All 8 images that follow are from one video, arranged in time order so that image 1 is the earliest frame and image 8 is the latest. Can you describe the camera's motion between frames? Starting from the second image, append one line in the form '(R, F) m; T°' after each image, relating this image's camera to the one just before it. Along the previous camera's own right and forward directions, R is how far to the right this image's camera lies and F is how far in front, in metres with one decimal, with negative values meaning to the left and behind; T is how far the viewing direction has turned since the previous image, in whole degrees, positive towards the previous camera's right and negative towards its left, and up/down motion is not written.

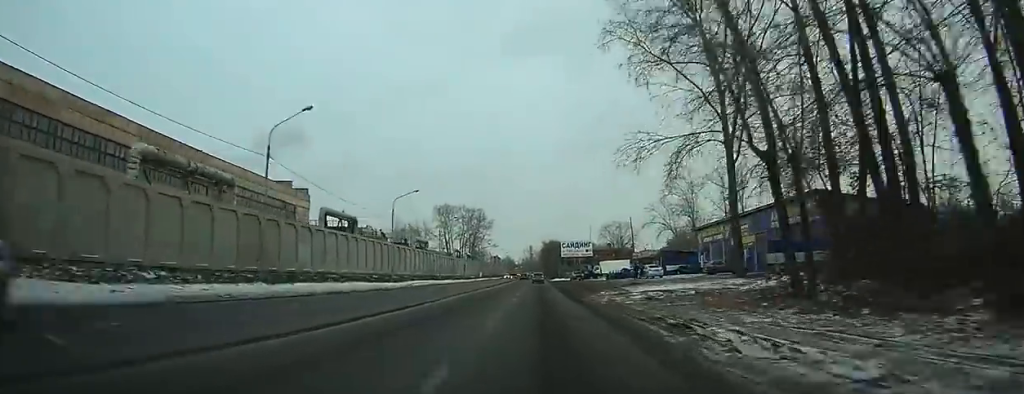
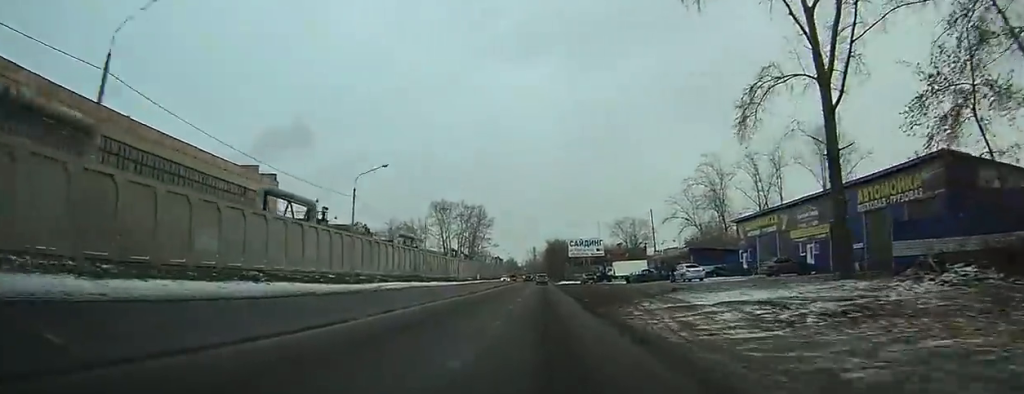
(-0.2, +14.4) m; 0°
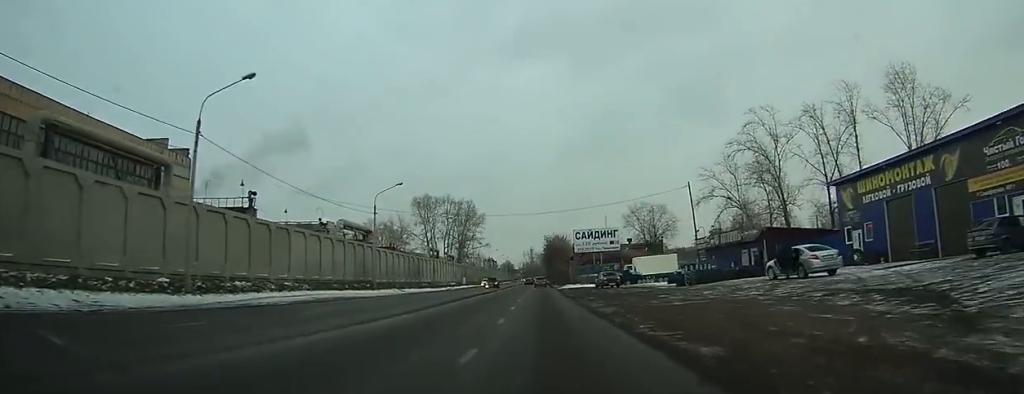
(+0.4, +22.6) m; +3°
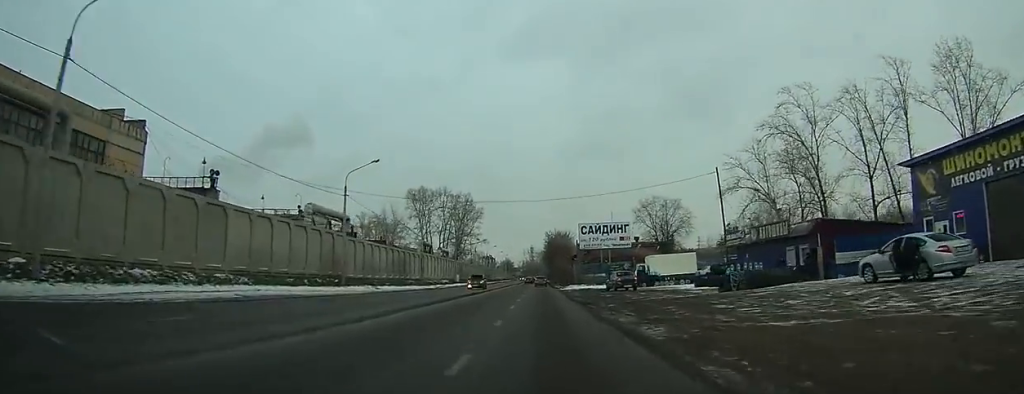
(+0.1, +9.0) m; +1°
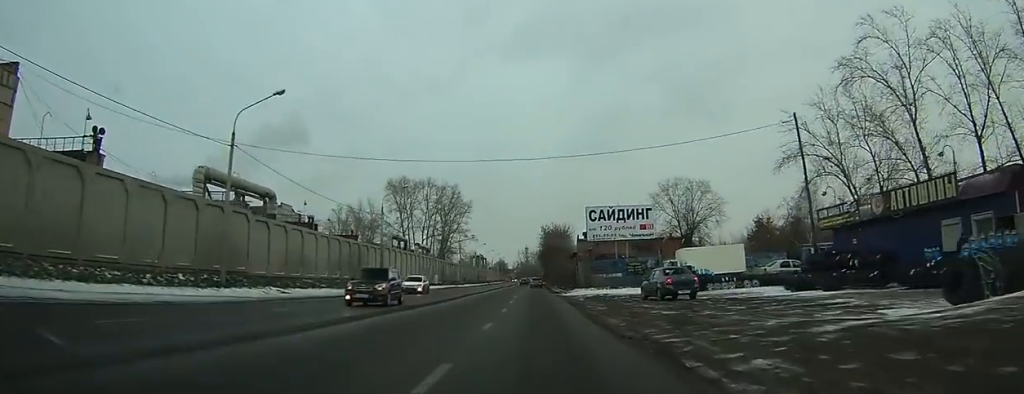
(0.0, +17.3) m; -2°
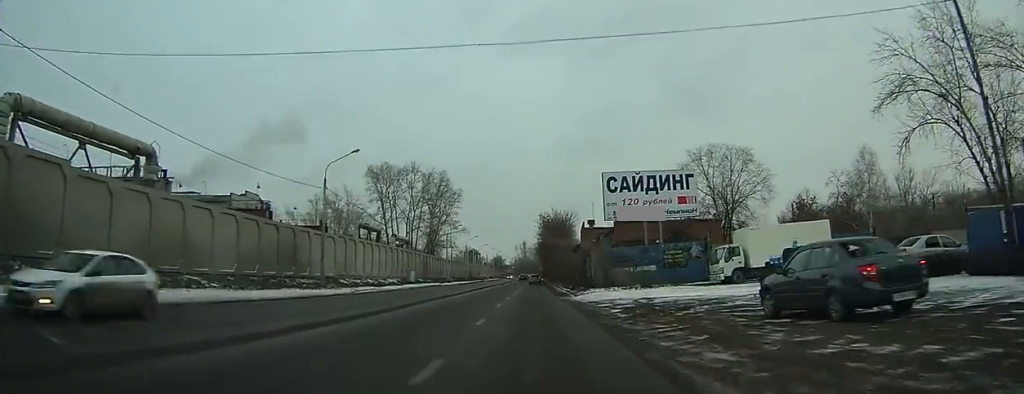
(-0.4, +15.6) m; -1°
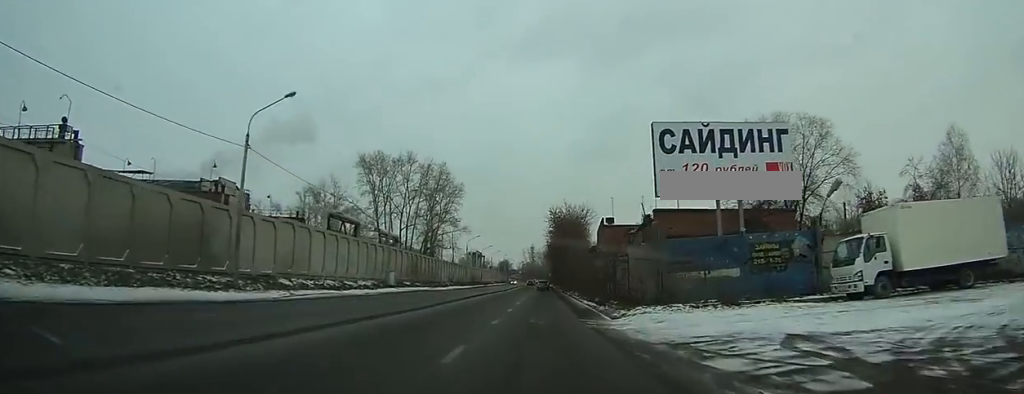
(+0.1, +14.0) m; 0°
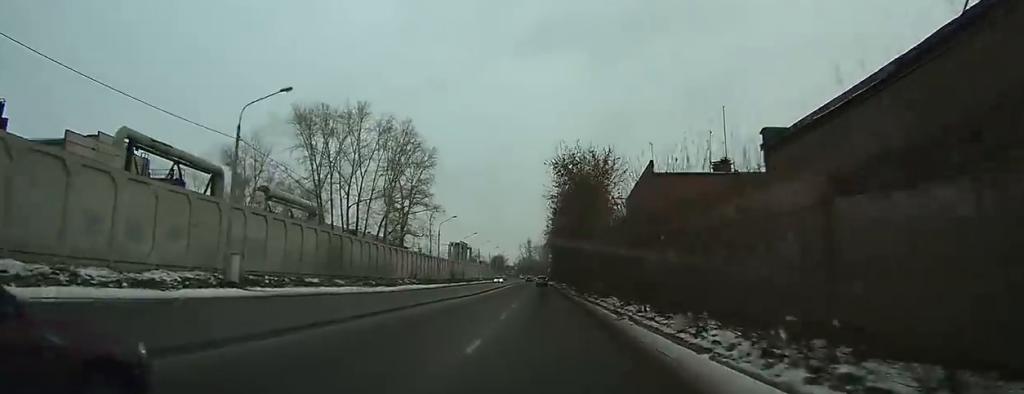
(0.0, +31.5) m; +1°
